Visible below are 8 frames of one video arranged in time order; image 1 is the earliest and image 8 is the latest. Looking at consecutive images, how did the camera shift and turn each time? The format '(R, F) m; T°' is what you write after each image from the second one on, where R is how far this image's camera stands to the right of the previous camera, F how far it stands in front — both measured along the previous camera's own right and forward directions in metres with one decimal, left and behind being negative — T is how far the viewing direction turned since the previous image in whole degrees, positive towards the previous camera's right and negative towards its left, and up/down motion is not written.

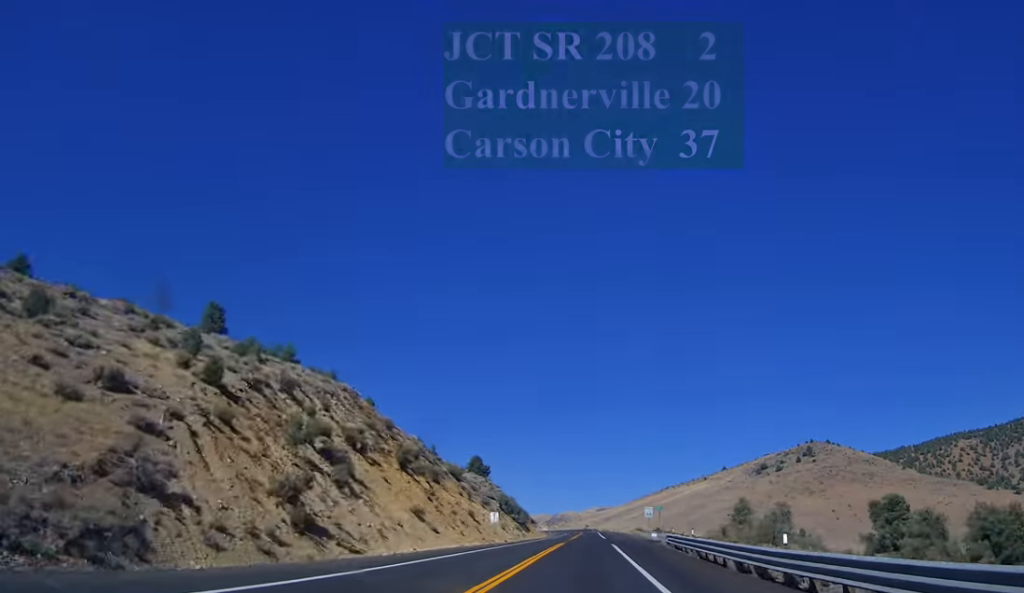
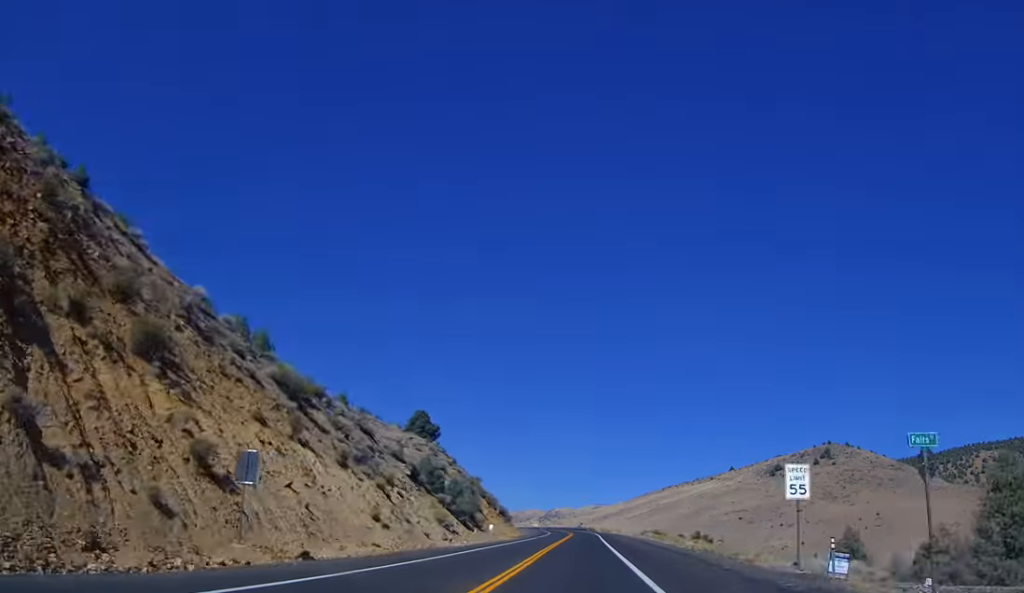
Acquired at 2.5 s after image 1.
(+1.6, +58.3) m; +1°
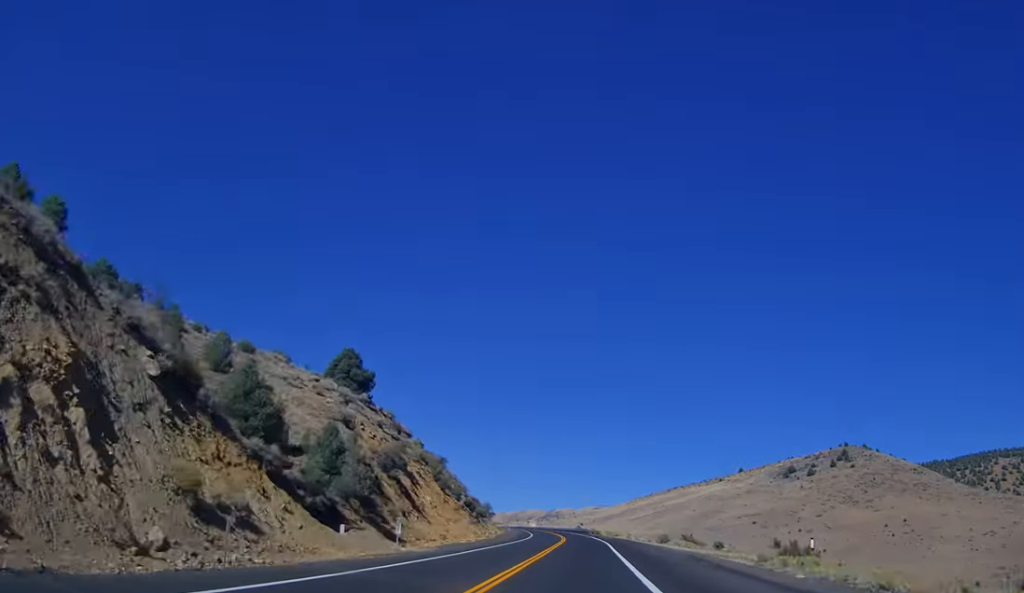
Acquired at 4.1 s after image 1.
(-0.1, +38.5) m; 0°
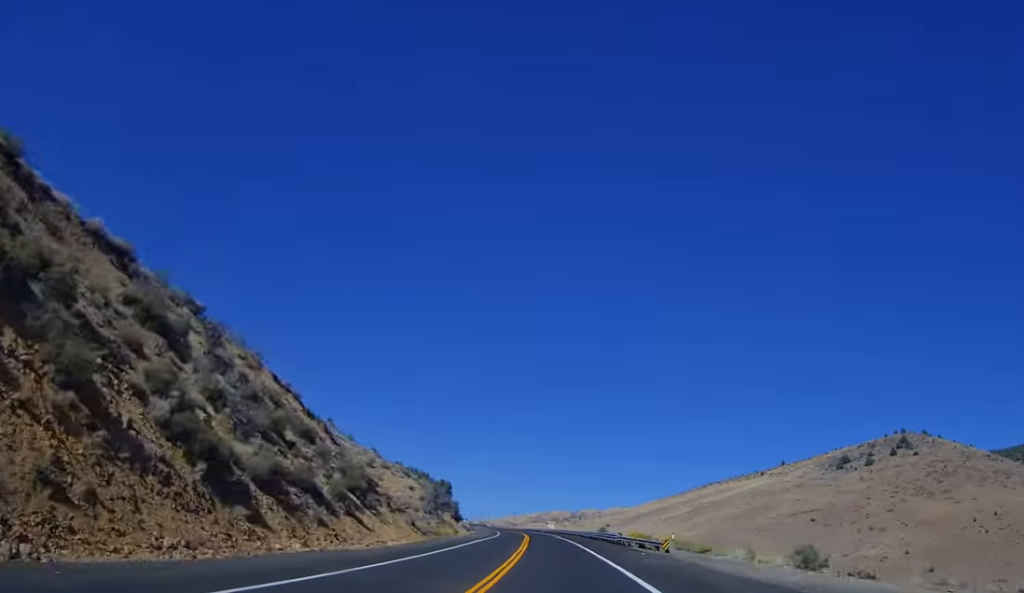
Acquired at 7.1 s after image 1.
(+0.3, +73.2) m; -2°
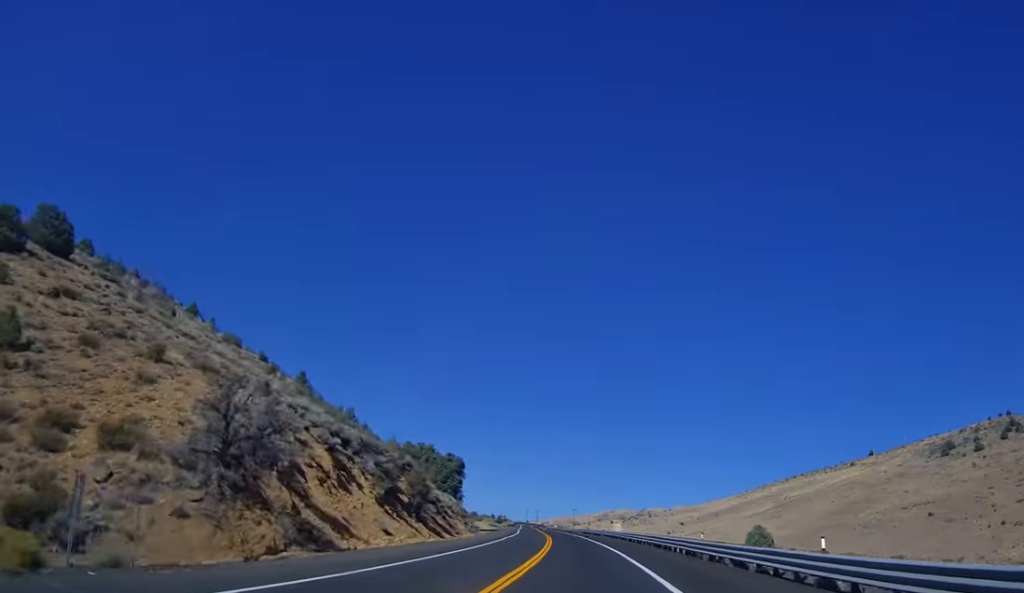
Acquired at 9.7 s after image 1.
(-3.6, +64.5) m; -5°
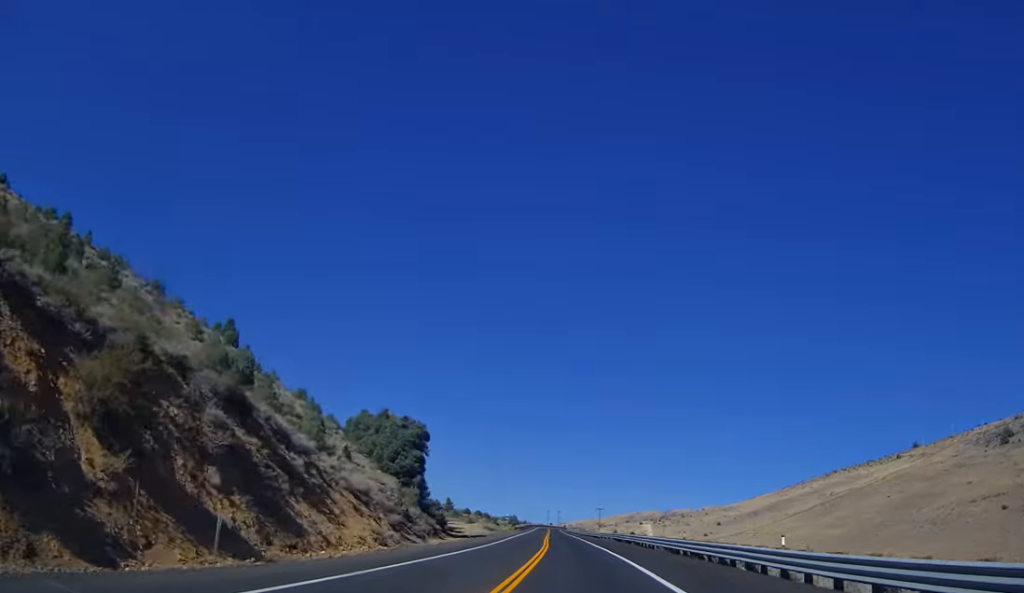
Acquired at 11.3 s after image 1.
(-0.9, +42.0) m; -2°
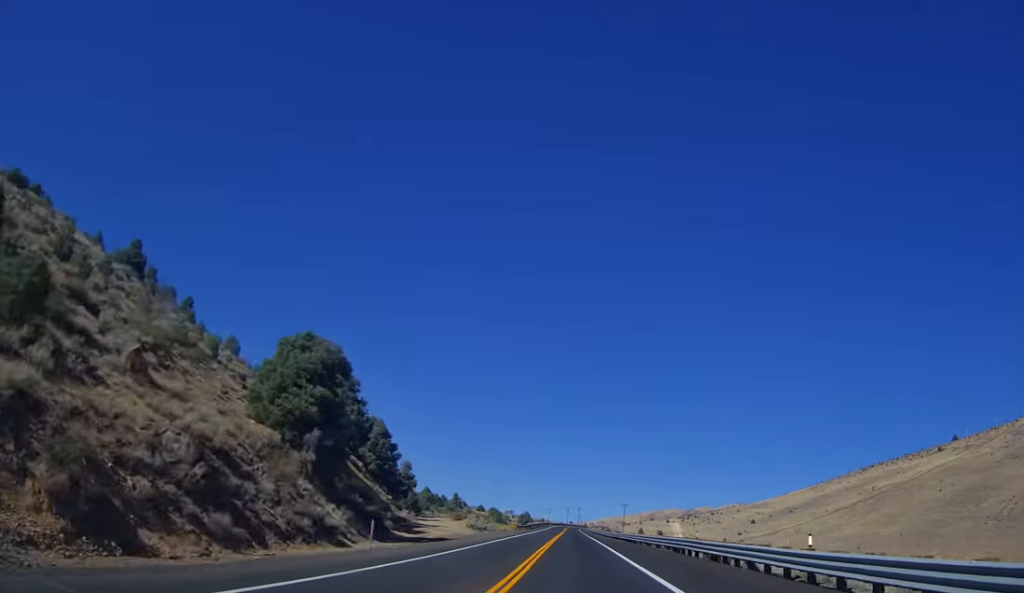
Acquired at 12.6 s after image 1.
(+0.2, +32.2) m; -2°
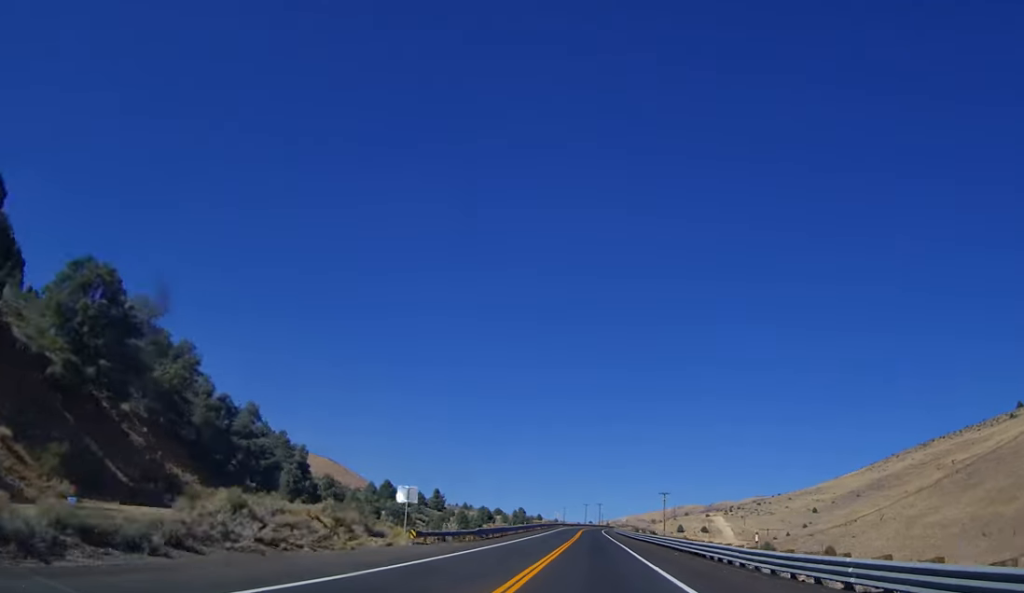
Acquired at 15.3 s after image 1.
(-3.2, +70.2) m; -4°
